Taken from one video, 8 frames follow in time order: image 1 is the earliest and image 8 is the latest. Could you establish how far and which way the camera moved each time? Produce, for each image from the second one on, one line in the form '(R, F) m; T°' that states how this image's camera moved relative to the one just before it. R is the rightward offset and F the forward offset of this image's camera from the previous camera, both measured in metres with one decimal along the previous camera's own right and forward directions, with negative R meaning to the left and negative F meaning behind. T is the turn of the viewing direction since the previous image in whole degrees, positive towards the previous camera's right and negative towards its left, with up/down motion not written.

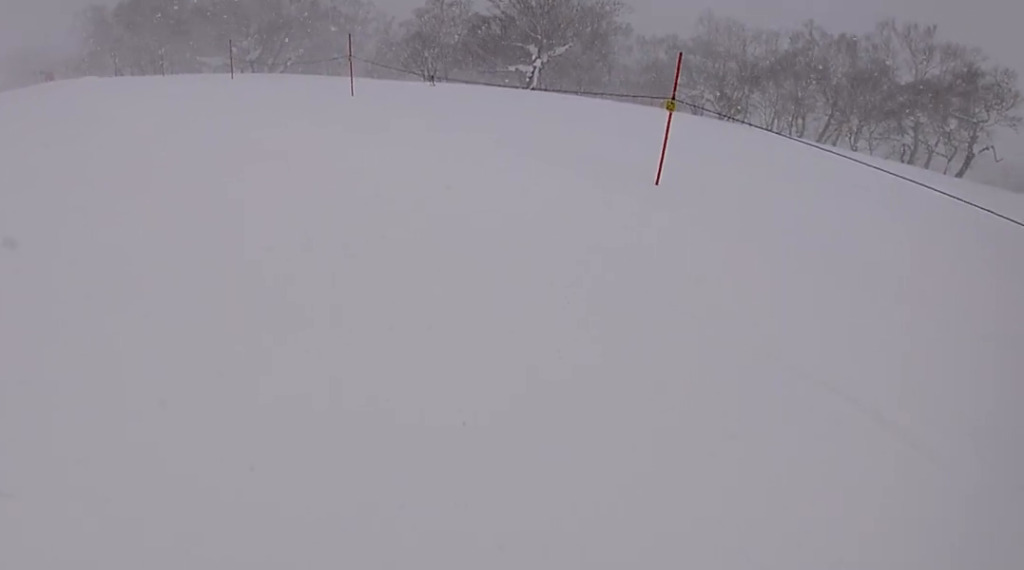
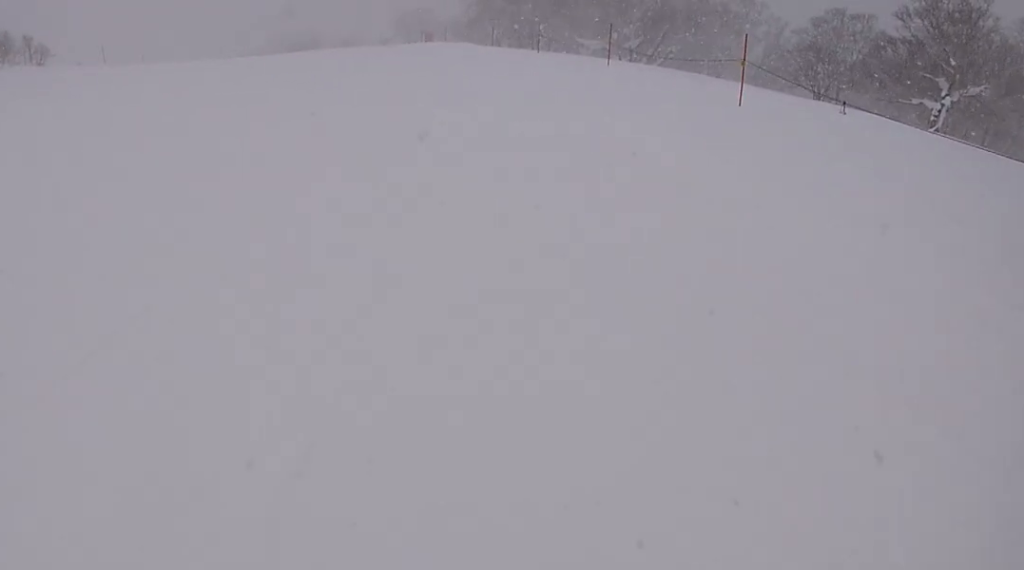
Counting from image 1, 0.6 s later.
(+0.1, +1.6) m; -7°
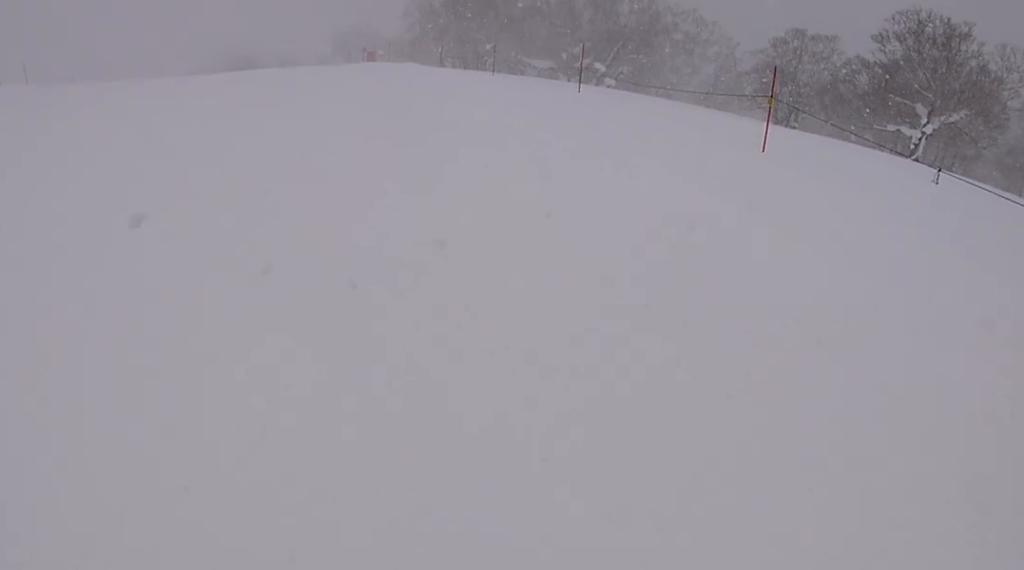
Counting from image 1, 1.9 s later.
(-1.0, +3.8) m; -6°
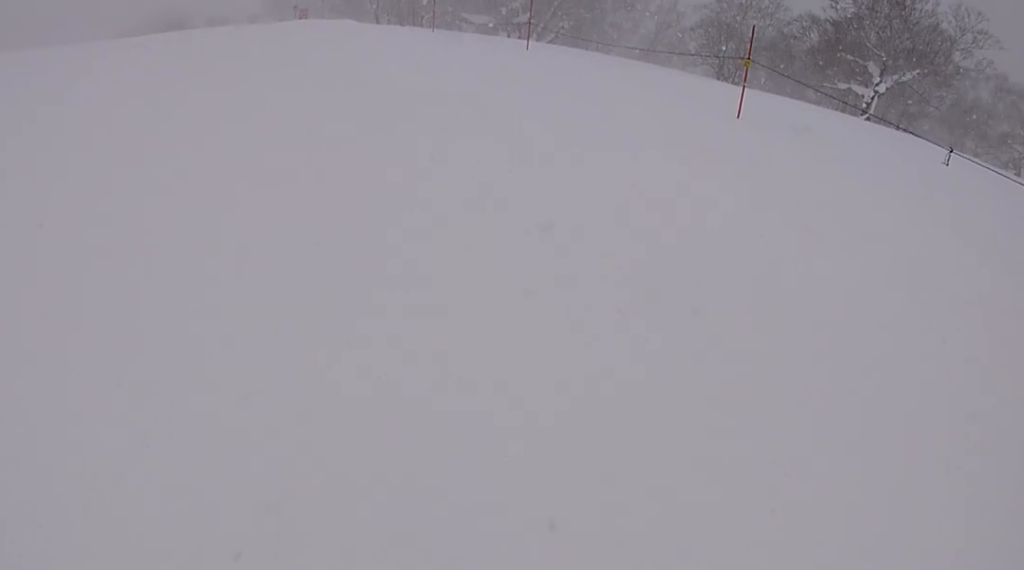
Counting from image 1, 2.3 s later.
(-0.2, +1.4) m; +8°
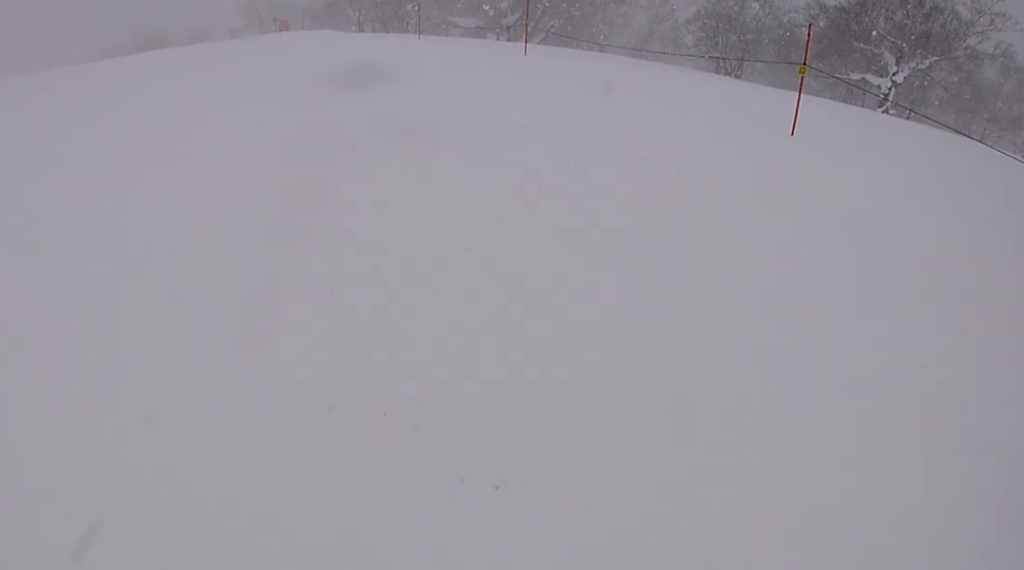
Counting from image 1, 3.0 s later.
(+0.6, +2.1) m; 0°
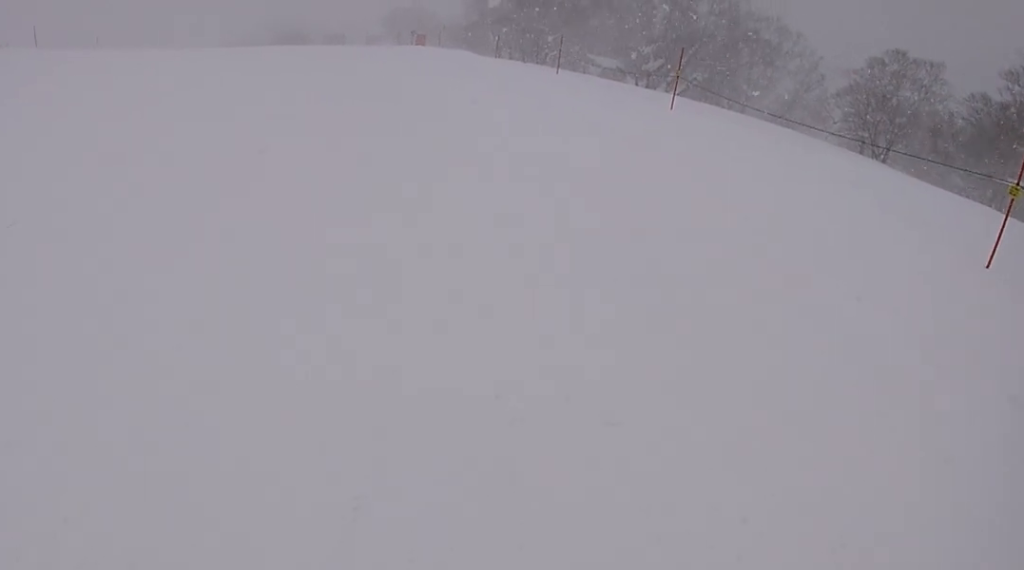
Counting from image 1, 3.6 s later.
(+0.2, +1.6) m; -6°
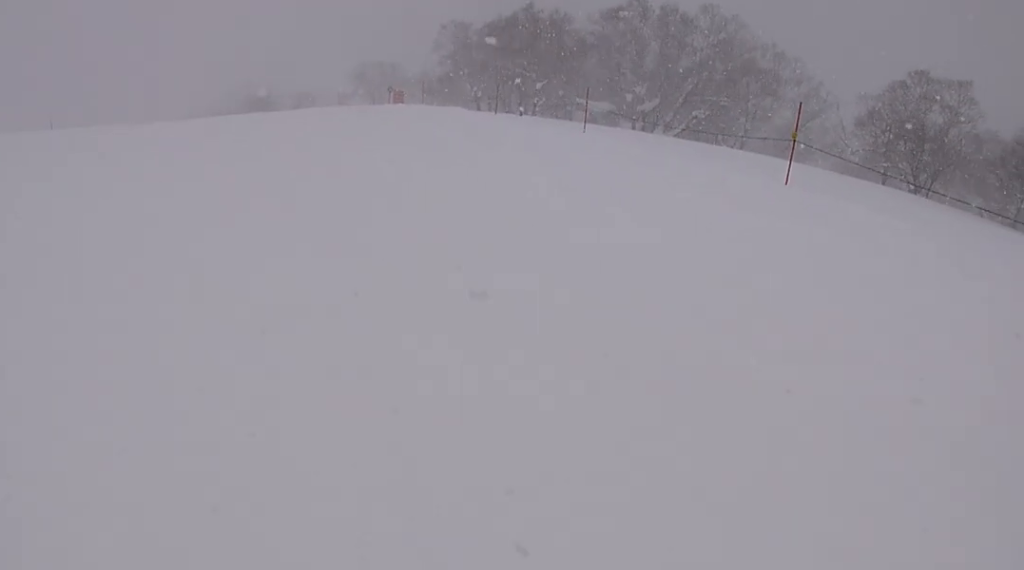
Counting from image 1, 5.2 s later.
(-2.5, +5.2) m; -27°
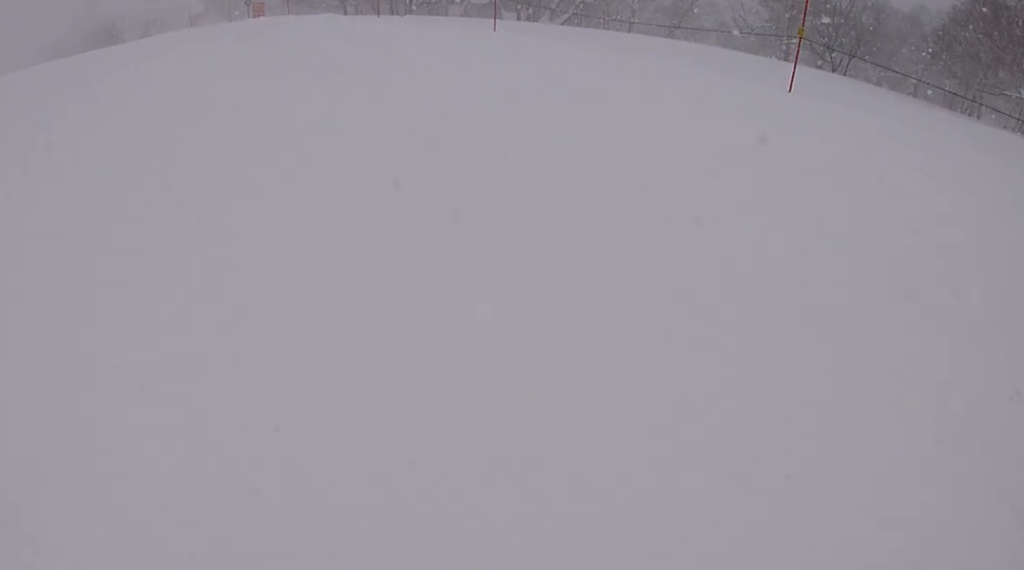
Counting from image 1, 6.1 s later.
(+0.5, +3.7) m; +4°
